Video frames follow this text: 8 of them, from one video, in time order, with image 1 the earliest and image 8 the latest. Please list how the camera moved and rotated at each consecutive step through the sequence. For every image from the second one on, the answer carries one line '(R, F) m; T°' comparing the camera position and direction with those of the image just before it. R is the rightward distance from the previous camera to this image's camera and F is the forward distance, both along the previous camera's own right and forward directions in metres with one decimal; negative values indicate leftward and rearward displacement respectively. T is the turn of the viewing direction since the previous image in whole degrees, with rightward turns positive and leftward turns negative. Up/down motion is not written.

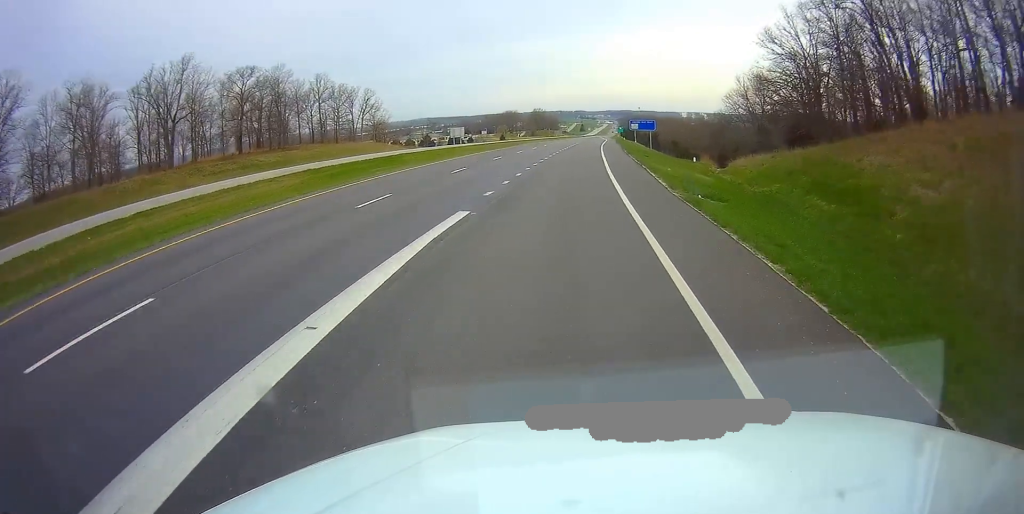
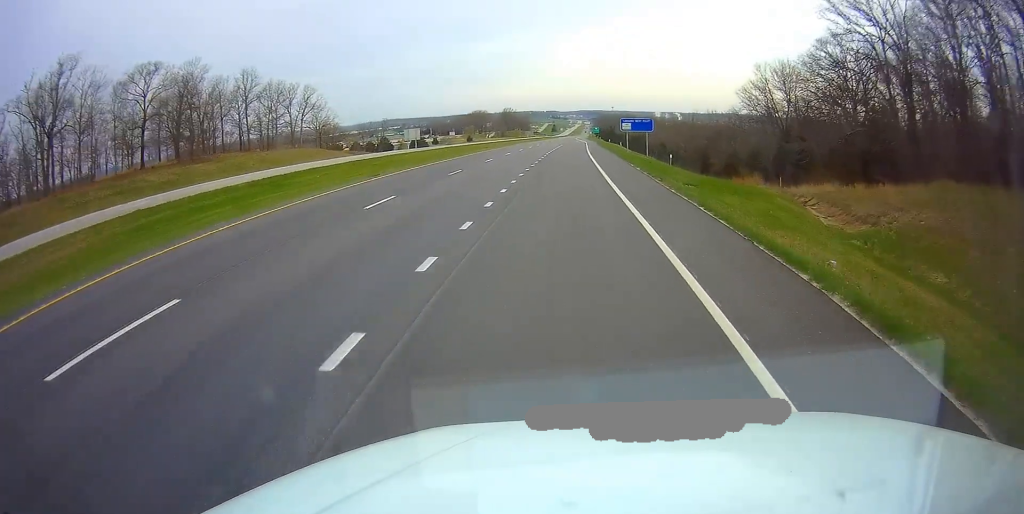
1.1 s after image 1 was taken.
(+0.7, +24.6) m; +1°
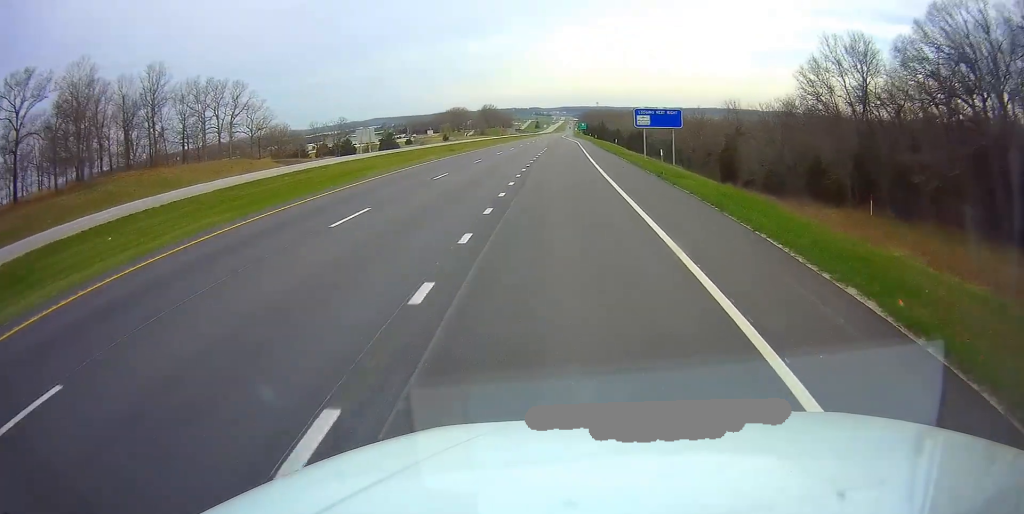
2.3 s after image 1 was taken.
(-0.1, +27.9) m; 0°
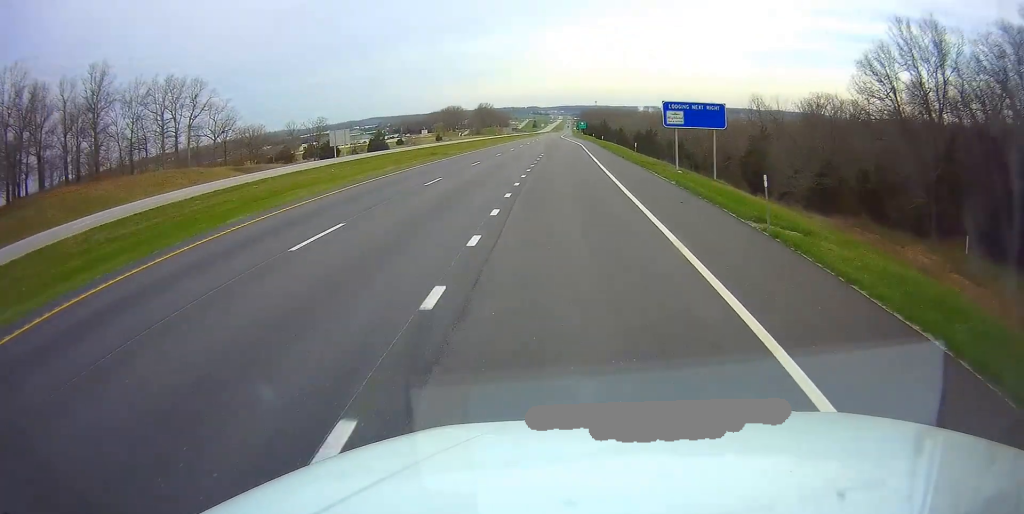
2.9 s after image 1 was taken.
(+0.1, +15.0) m; 0°
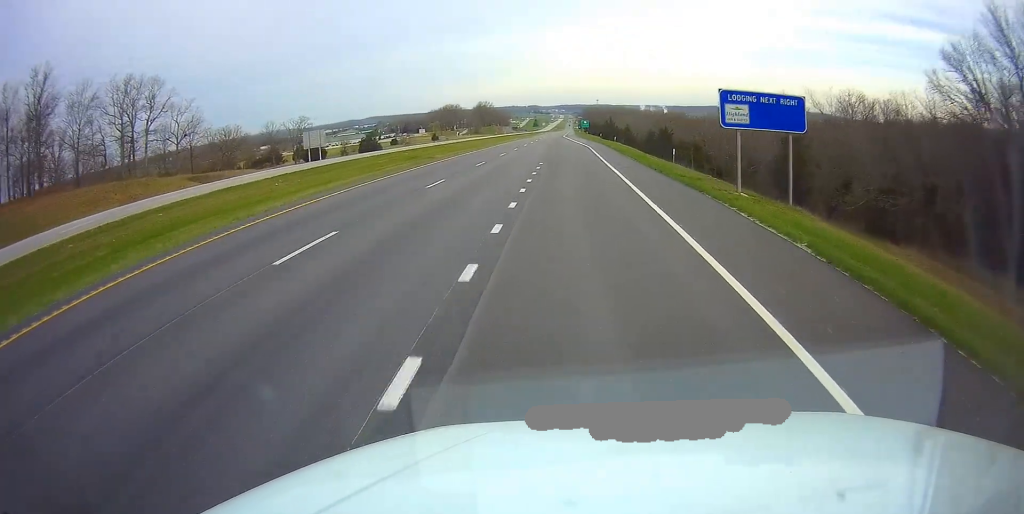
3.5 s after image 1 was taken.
(0.0, +13.8) m; 0°
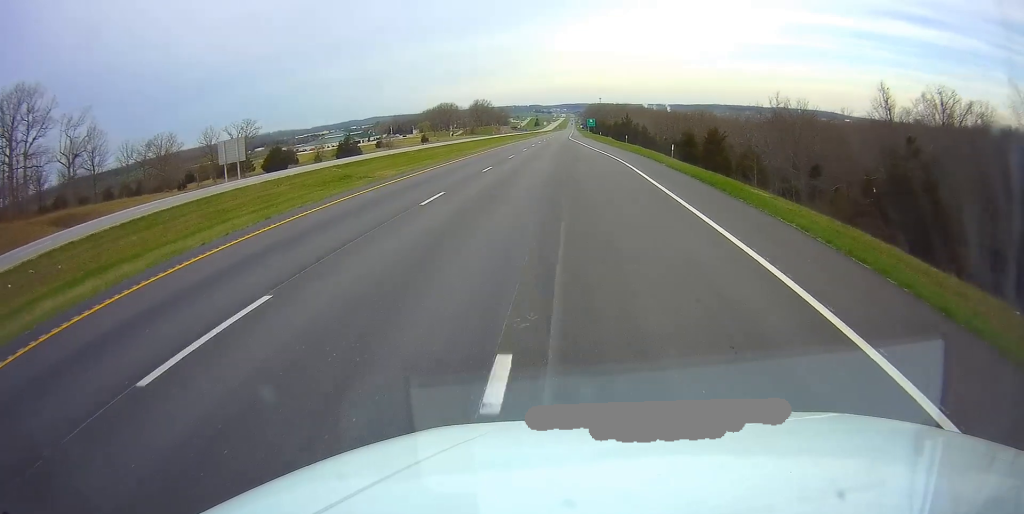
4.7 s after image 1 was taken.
(-0.1, +29.7) m; 0°
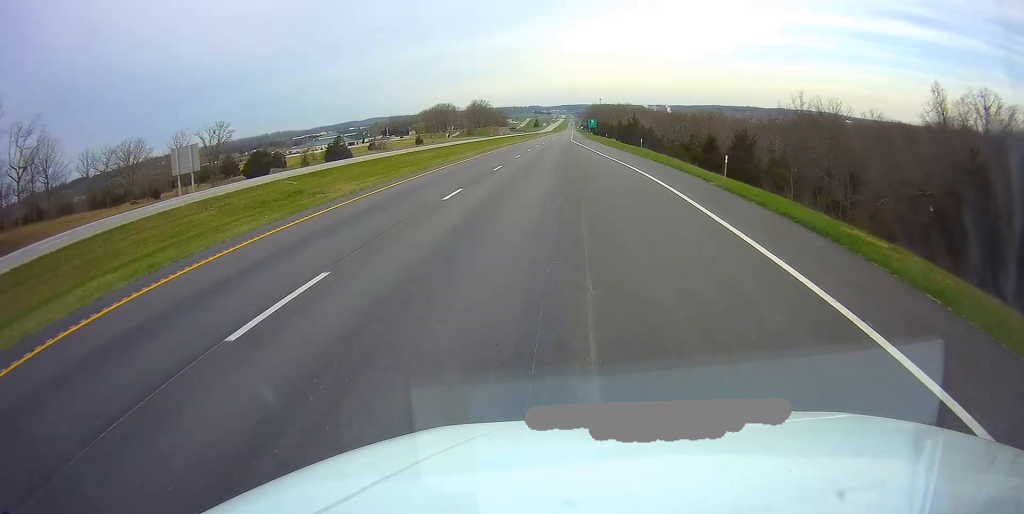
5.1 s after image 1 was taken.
(0.0, +10.9) m; 0°
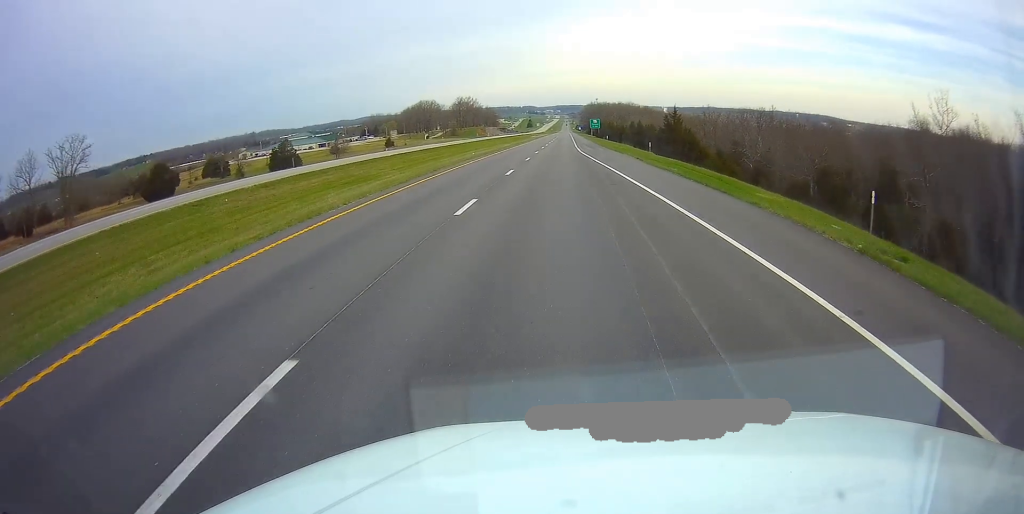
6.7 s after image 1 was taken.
(+0.2, +40.8) m; +1°
